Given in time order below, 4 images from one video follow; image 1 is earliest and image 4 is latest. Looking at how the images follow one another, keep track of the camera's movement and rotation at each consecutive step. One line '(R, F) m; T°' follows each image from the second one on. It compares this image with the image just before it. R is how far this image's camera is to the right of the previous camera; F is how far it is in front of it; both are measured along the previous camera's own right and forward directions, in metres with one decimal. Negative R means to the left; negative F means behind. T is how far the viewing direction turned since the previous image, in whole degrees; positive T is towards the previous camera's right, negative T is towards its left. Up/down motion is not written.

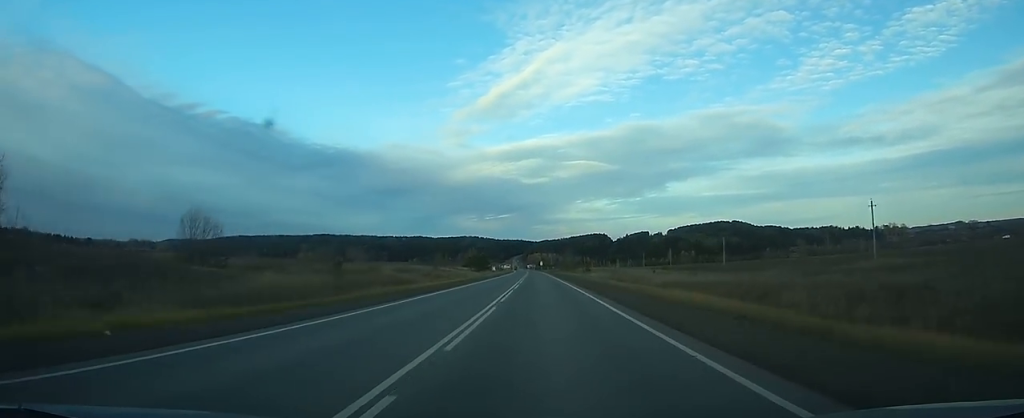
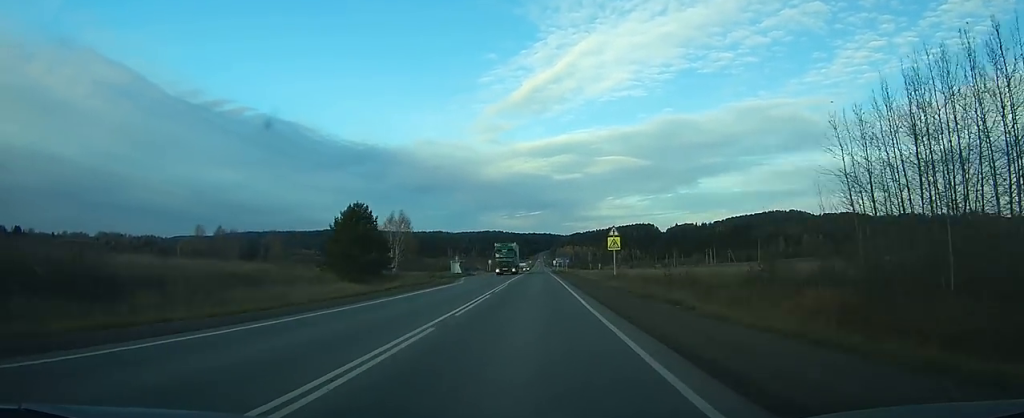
(-8.9, +199.6) m; -4°
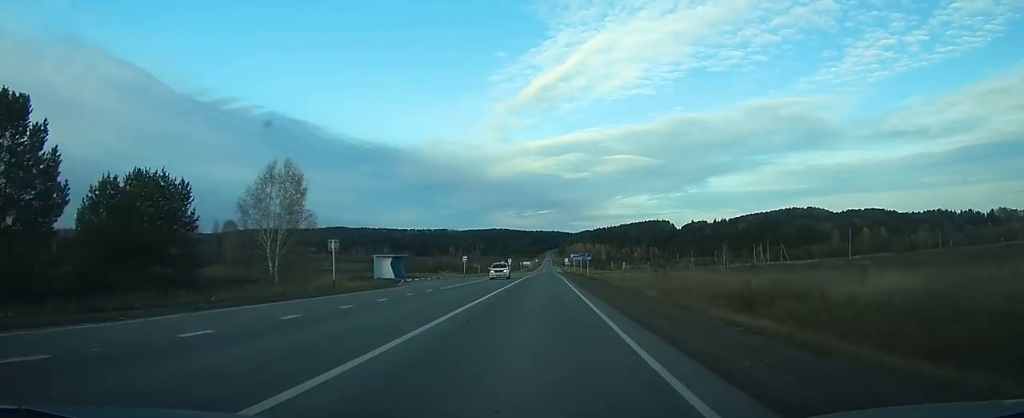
(-0.5, +55.8) m; -1°
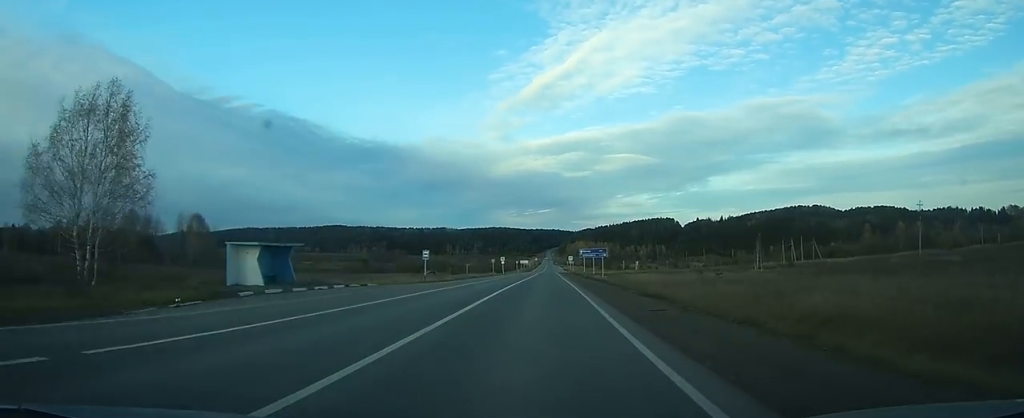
(-0.2, +28.5) m; 0°
